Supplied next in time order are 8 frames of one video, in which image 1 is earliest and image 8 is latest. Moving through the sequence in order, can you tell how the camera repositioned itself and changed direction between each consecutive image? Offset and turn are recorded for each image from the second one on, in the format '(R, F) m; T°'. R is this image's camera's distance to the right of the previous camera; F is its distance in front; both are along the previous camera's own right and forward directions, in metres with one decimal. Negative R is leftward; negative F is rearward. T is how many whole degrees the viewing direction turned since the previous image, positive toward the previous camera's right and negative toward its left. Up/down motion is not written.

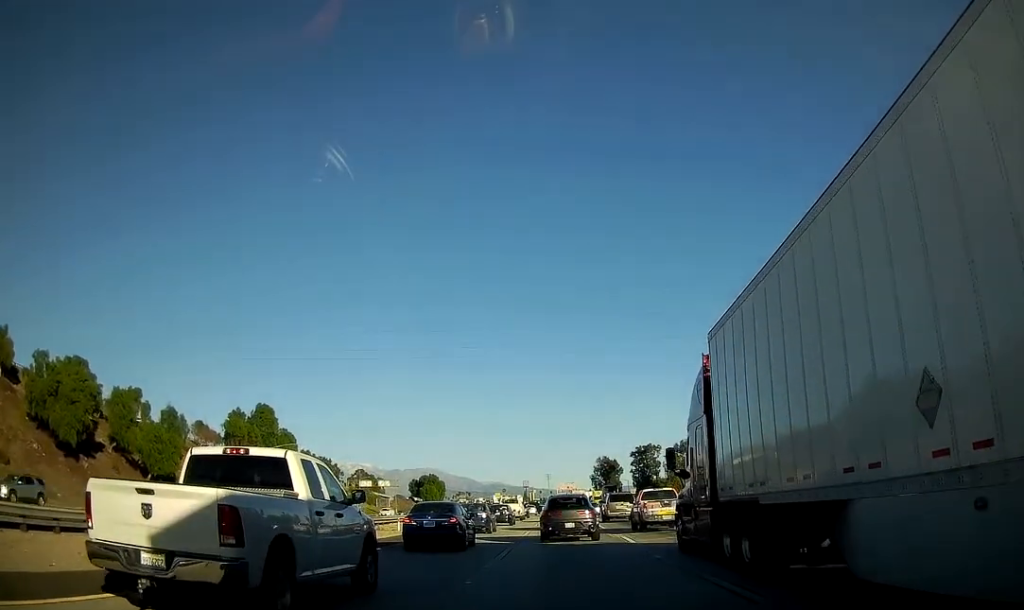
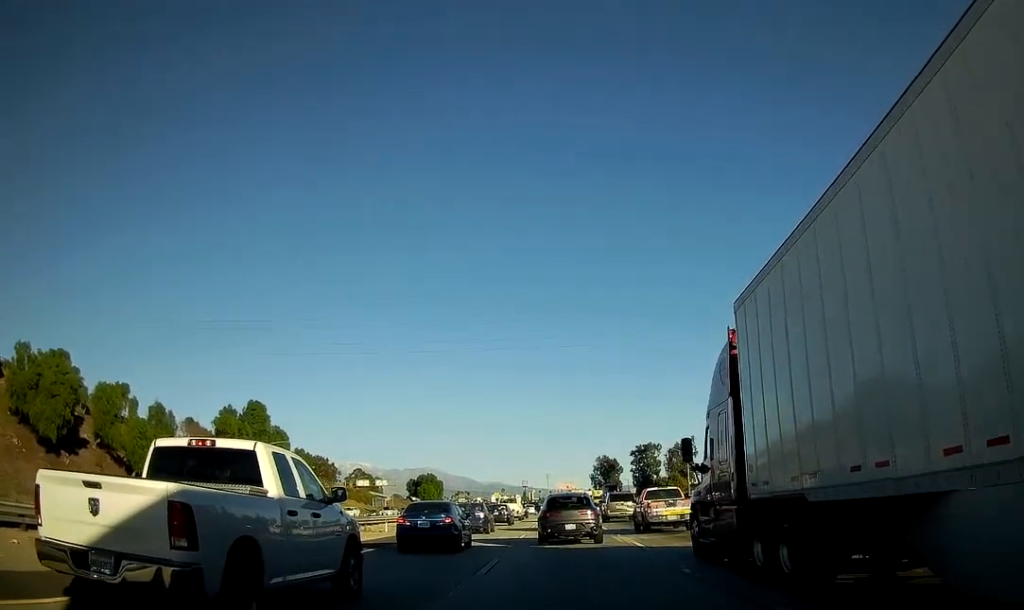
(0.0, +3.8) m; 0°
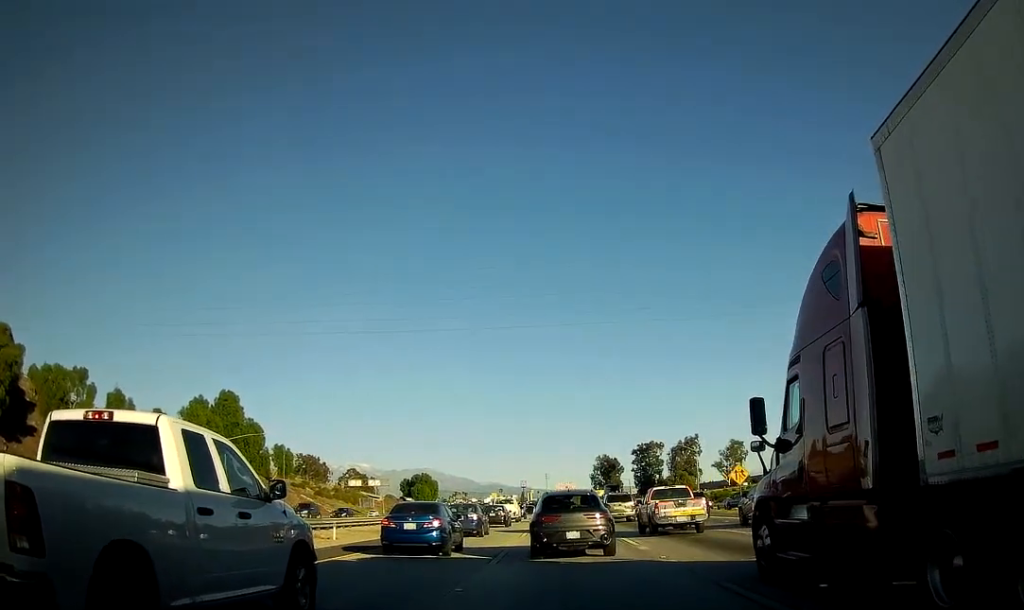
(+0.2, +12.6) m; +2°
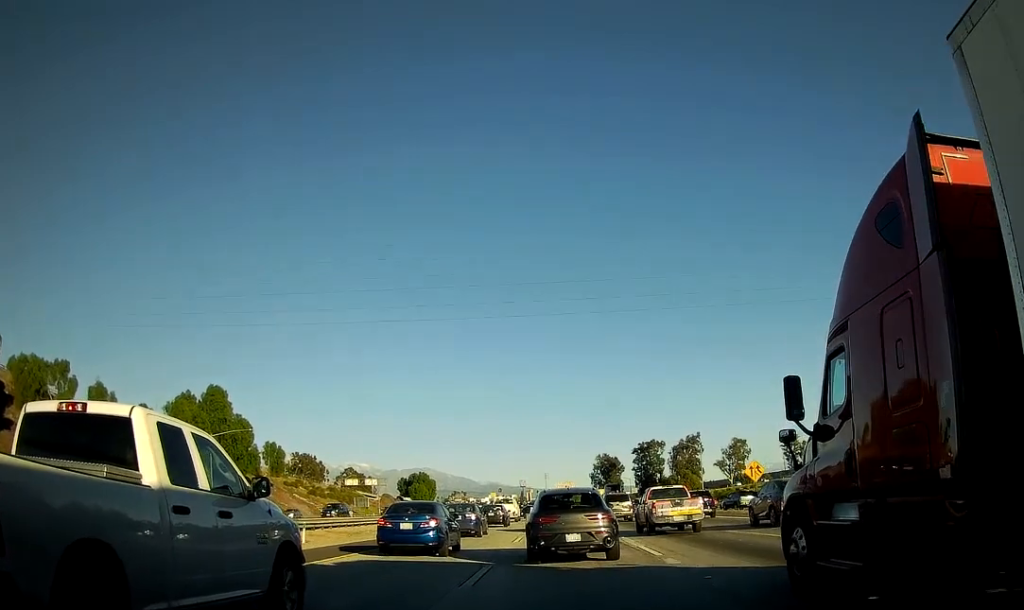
(0.0, +5.0) m; 0°
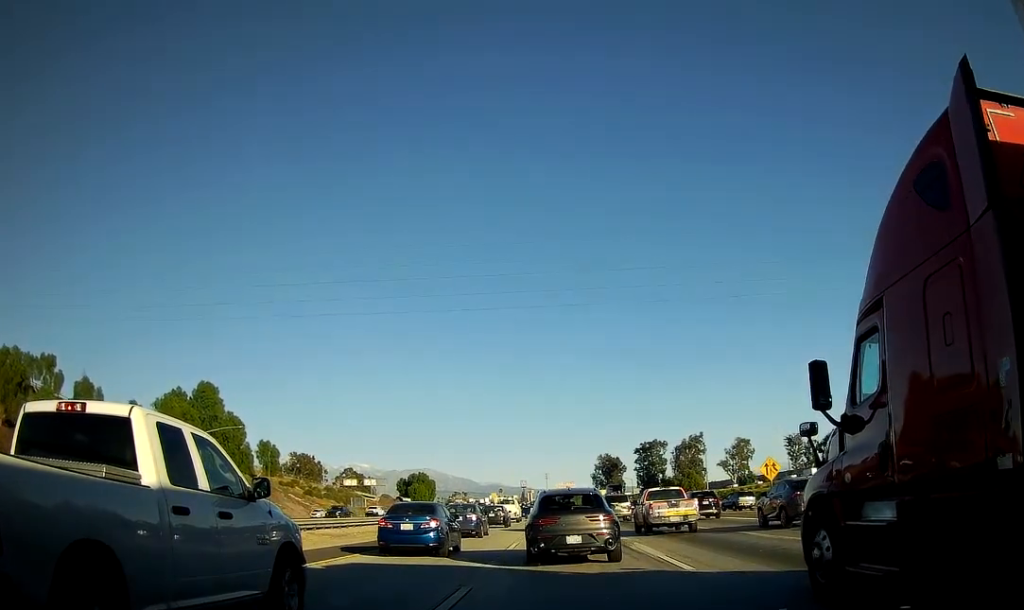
(0.0, +4.2) m; -1°
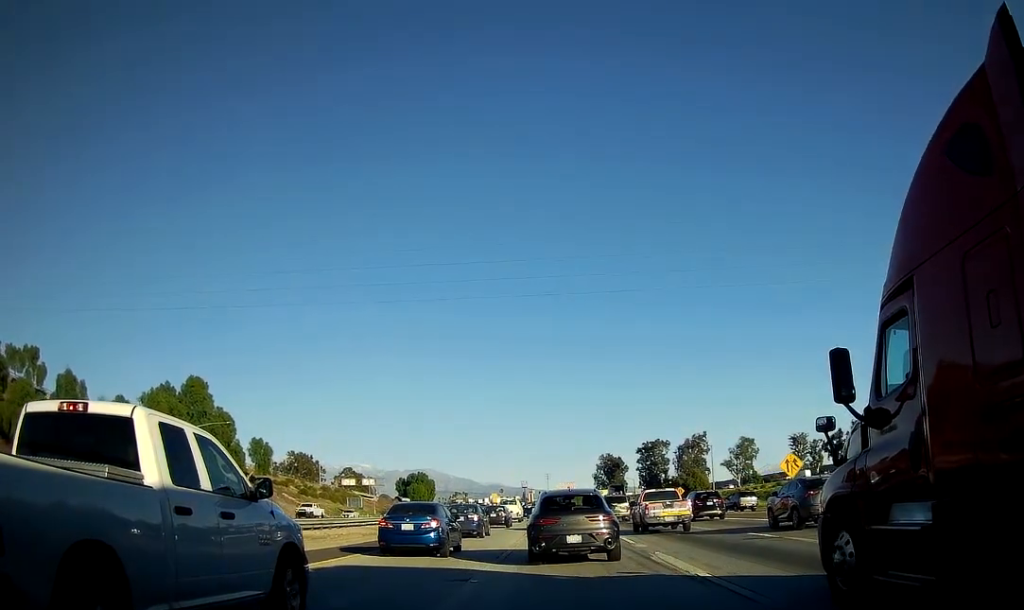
(0.0, +4.7) m; -1°
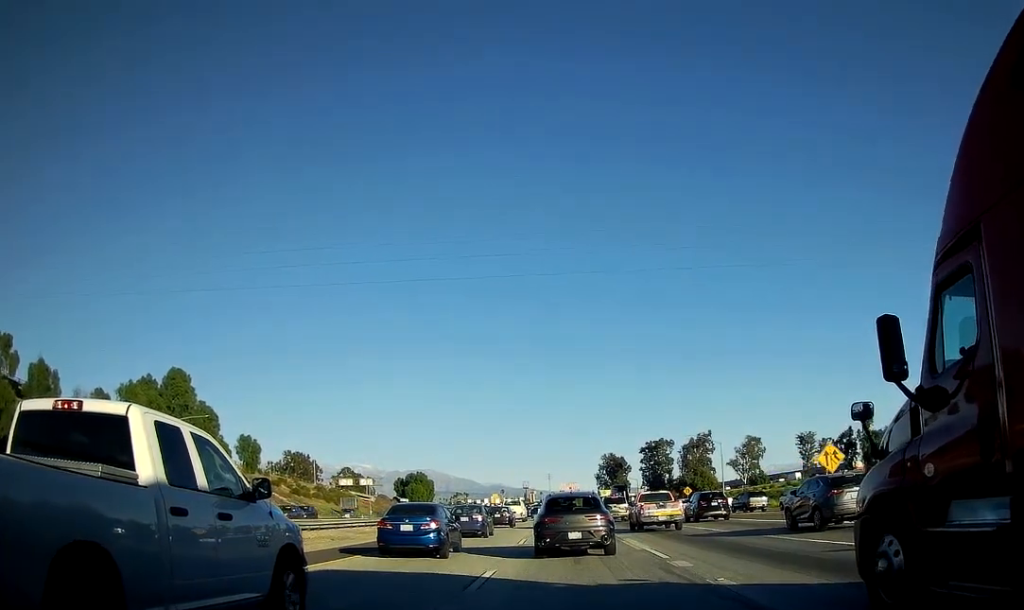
(0.0, +6.8) m; +2°
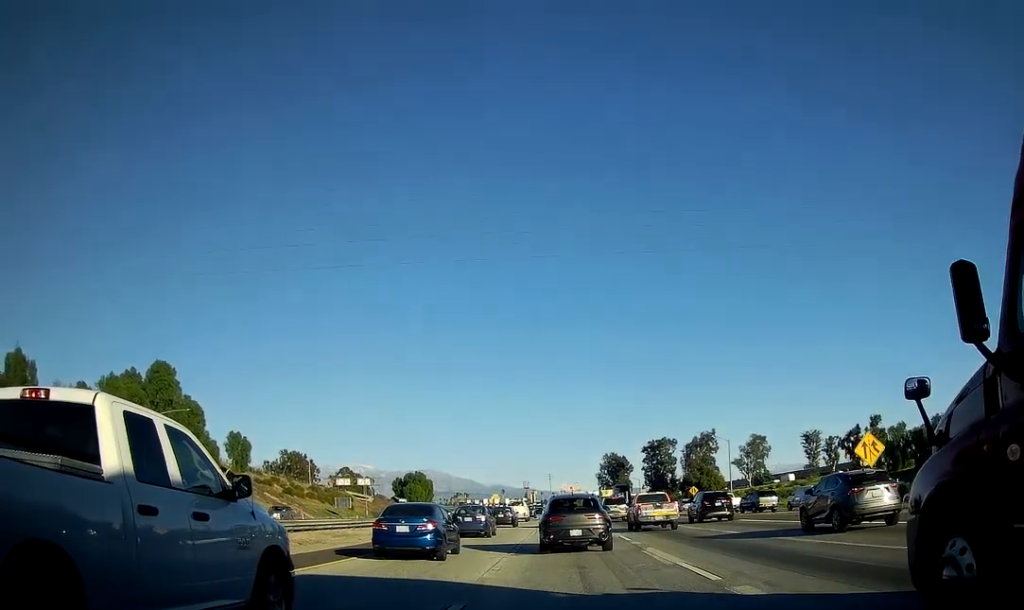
(+0.2, +5.1) m; +1°
